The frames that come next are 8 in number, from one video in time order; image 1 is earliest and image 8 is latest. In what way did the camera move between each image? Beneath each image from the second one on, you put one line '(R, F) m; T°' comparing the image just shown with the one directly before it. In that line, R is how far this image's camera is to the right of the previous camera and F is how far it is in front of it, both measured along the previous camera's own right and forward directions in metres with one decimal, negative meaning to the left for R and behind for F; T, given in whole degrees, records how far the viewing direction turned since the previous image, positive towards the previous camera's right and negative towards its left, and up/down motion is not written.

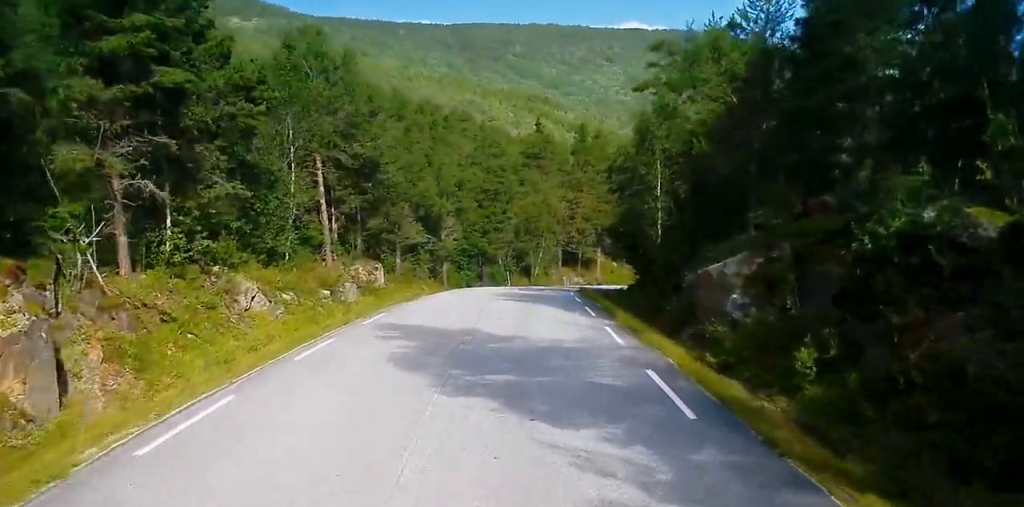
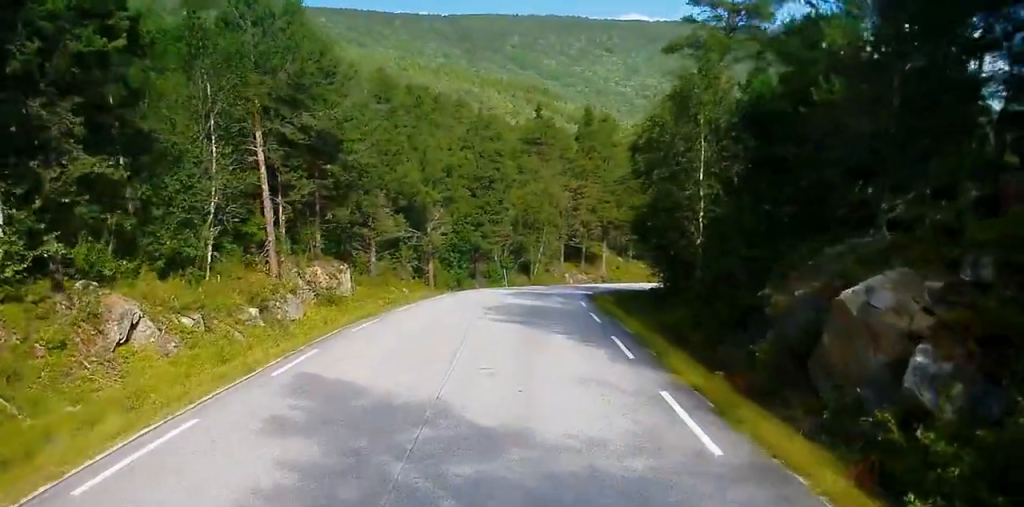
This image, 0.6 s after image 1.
(0.0, +7.4) m; 0°
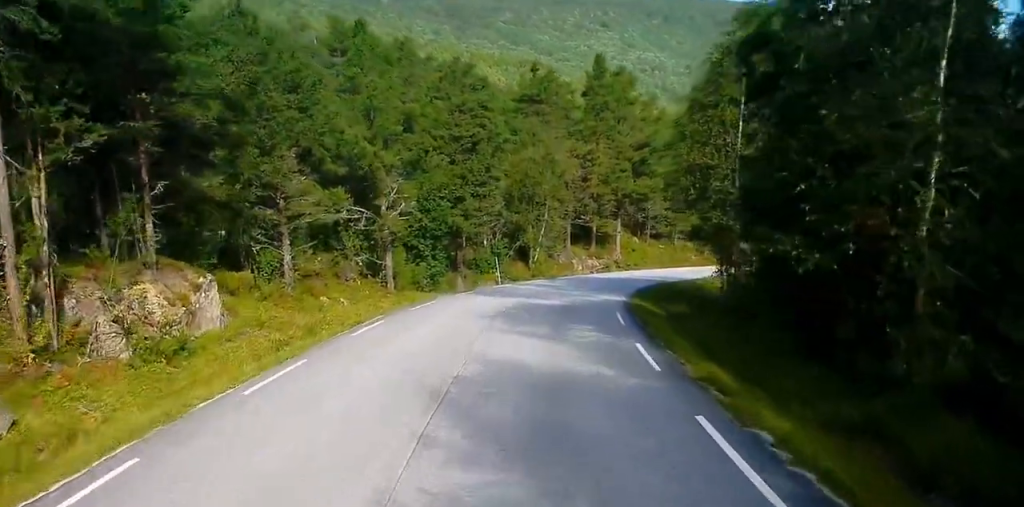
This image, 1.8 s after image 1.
(0.0, +13.8) m; 0°
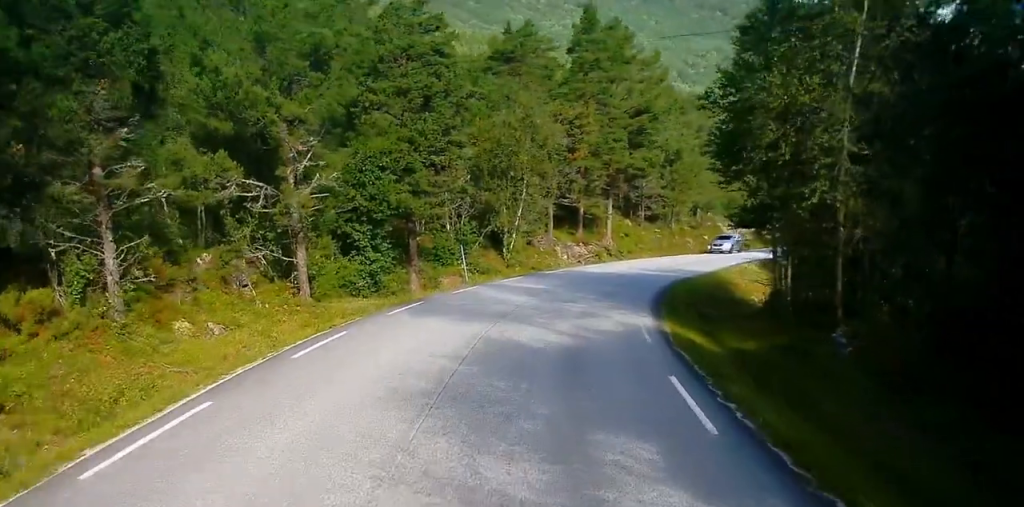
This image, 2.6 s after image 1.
(0.0, +9.8) m; 0°
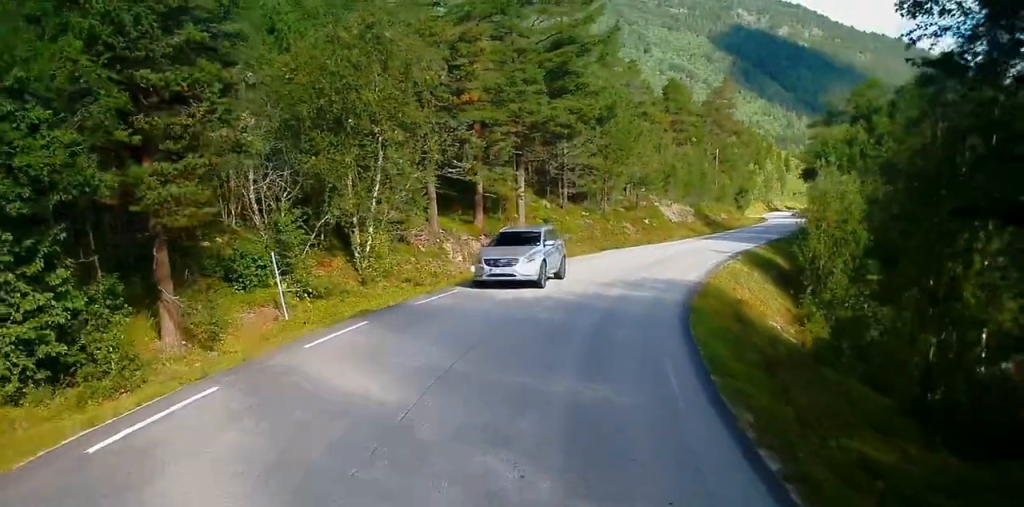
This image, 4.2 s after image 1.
(+0.5, +17.2) m; +7°
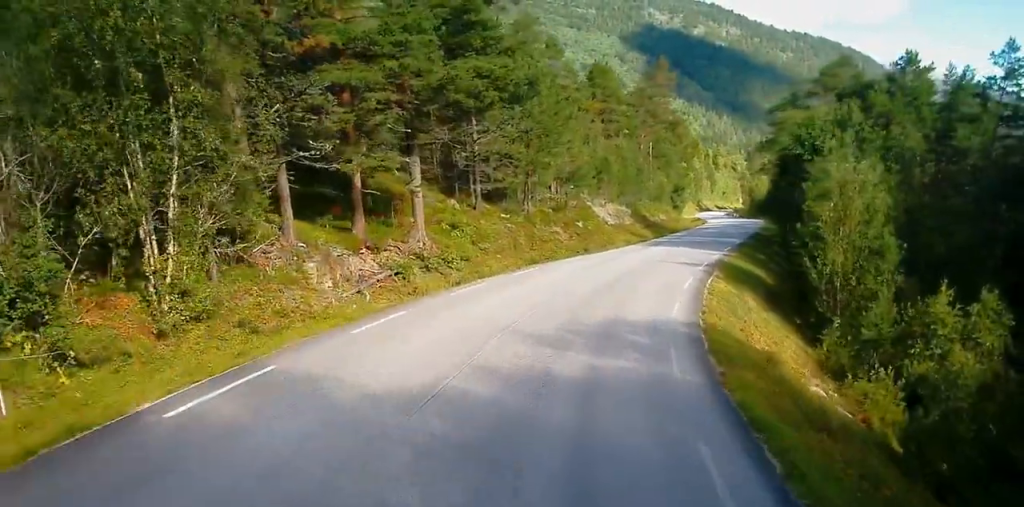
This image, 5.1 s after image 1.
(+0.8, +10.3) m; +8°
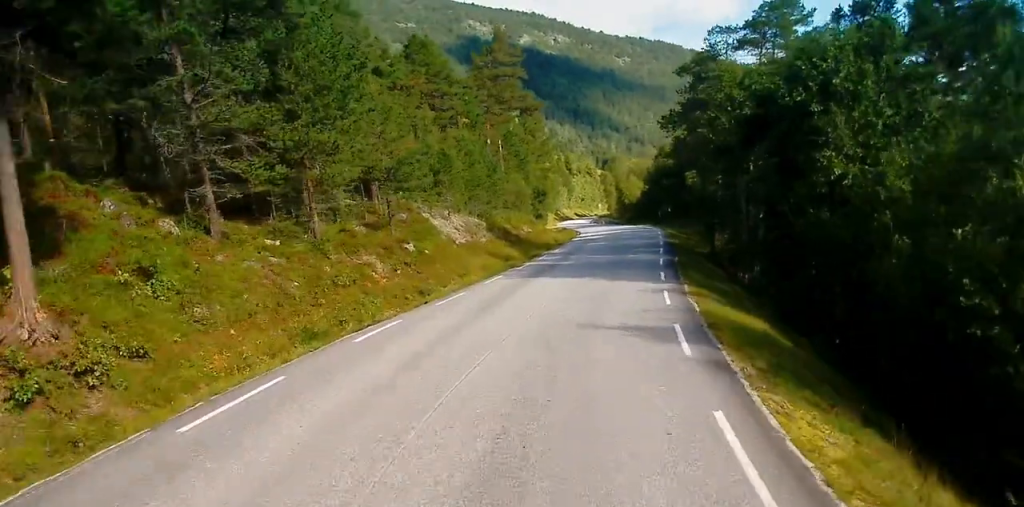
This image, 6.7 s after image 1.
(+1.3, +17.7) m; +4°
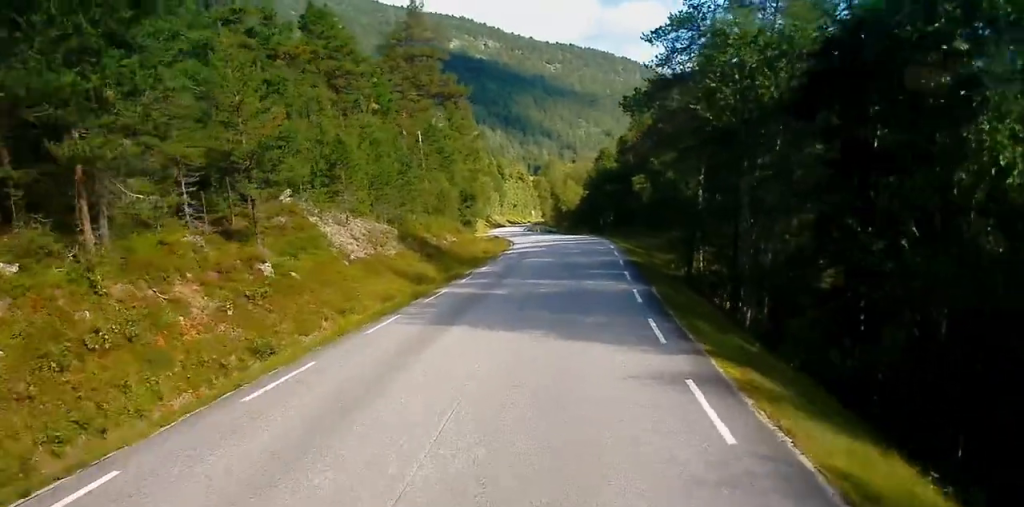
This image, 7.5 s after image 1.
(0.0, +10.1) m; +4°
